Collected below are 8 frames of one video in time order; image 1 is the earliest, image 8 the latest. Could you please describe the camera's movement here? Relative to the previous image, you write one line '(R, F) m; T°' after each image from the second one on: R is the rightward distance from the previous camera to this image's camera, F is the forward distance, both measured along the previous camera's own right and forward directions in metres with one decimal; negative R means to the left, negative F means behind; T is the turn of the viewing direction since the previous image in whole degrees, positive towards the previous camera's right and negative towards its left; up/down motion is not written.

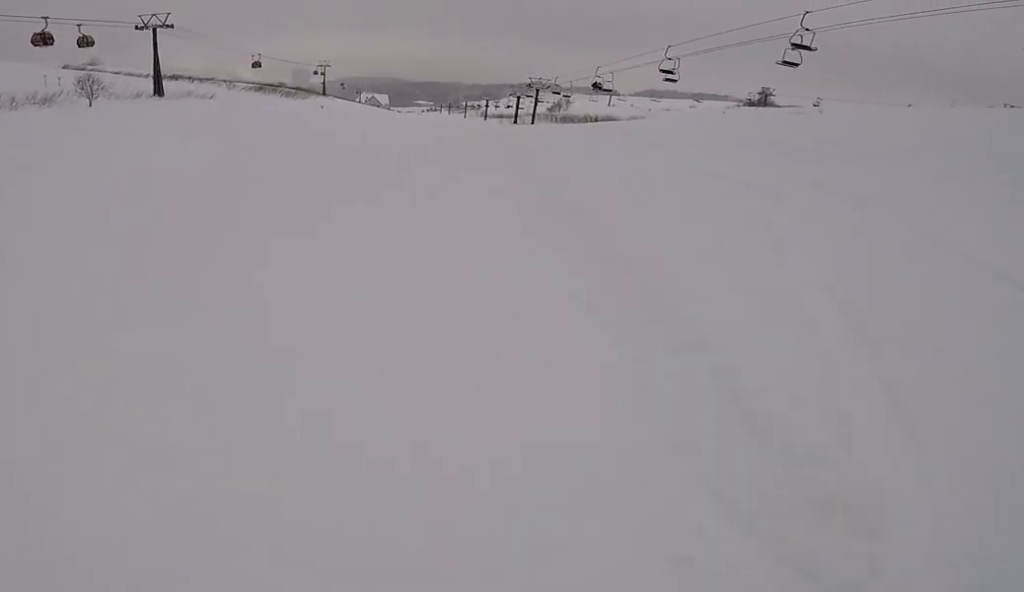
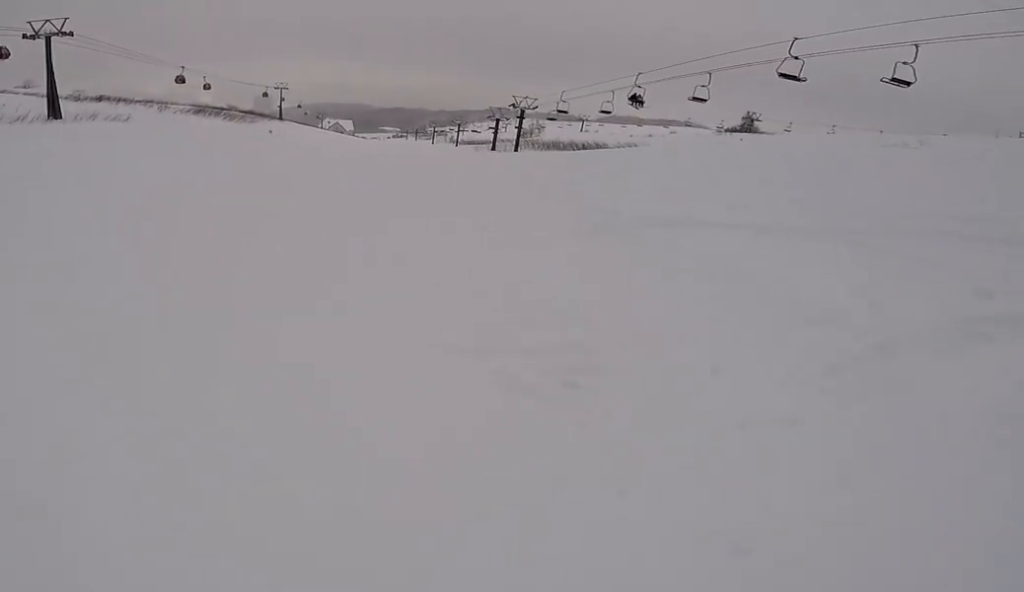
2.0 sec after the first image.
(0.0, +15.7) m; +7°
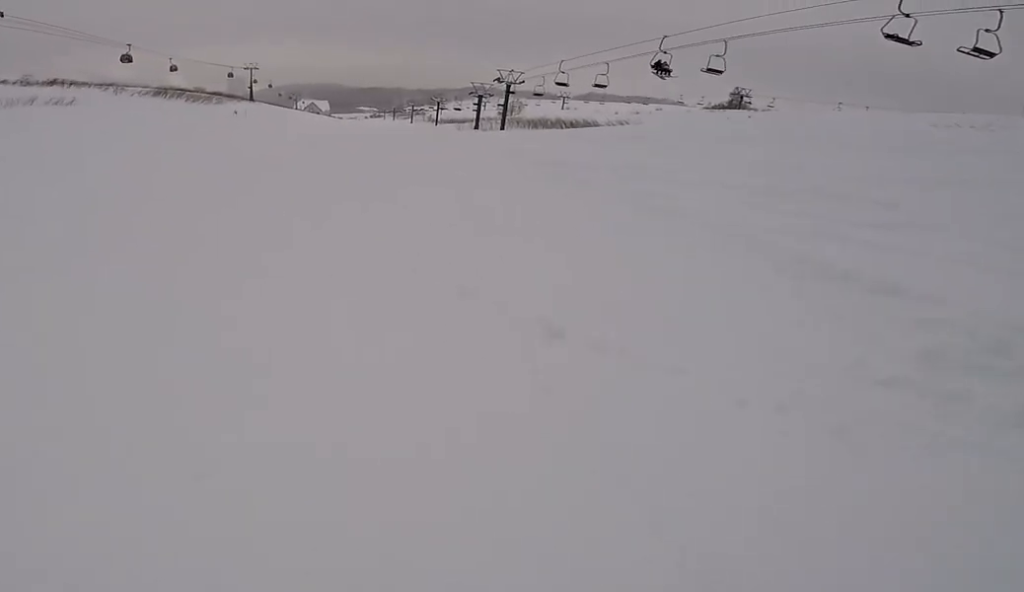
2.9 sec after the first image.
(+0.7, +6.3) m; +2°
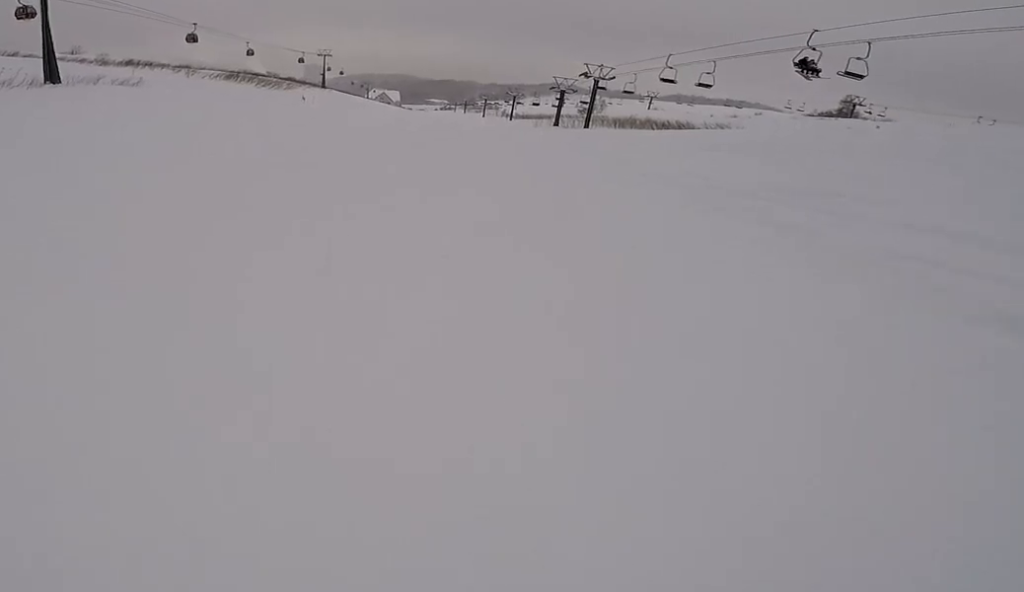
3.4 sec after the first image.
(+0.2, +4.2) m; 0°
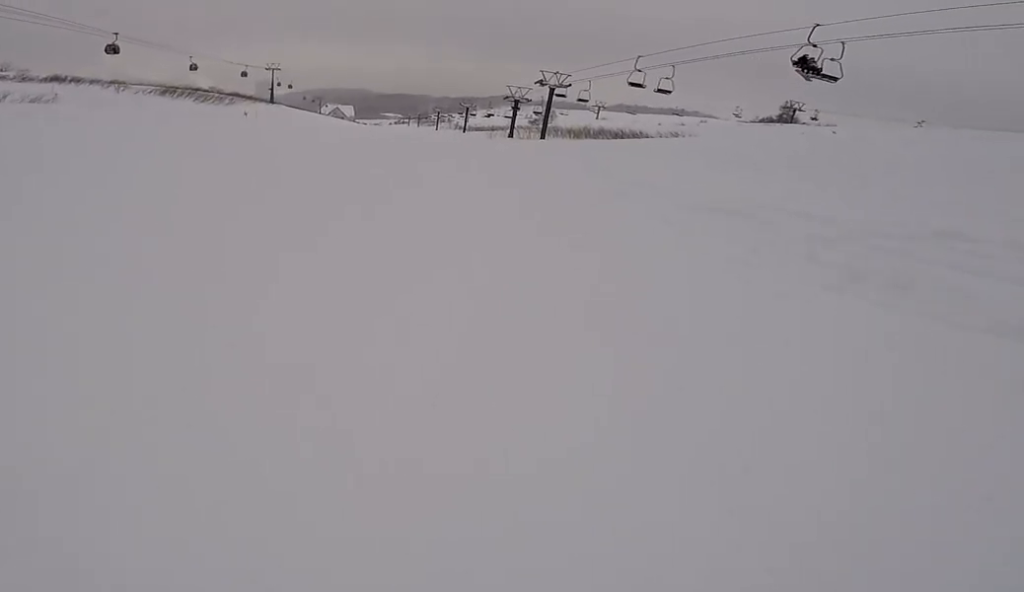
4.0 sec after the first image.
(-0.7, +4.4) m; 0°
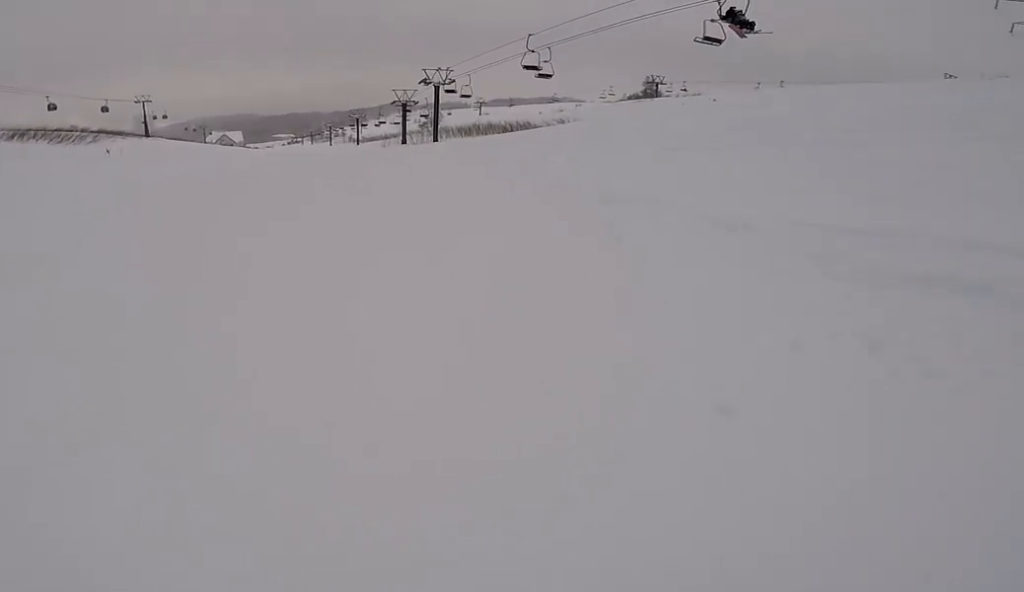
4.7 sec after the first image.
(+0.3, +5.5) m; 0°
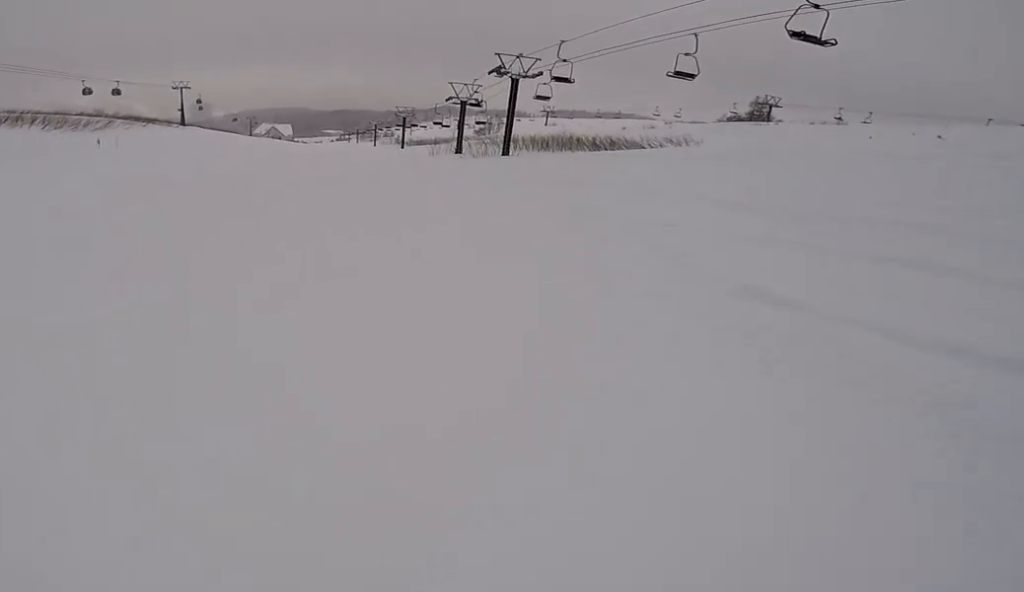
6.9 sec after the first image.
(-1.3, +16.1) m; -3°
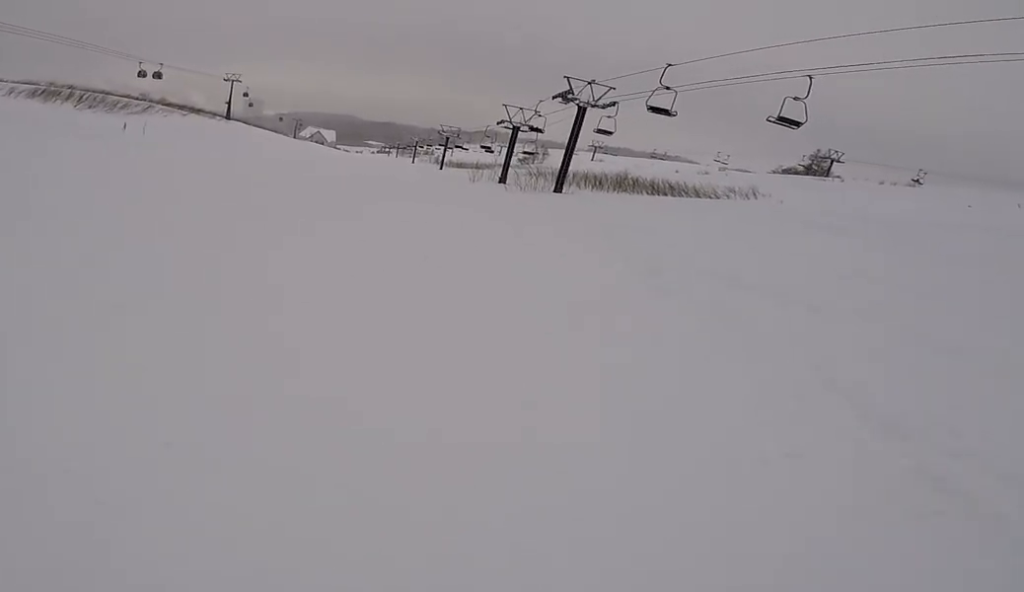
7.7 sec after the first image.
(+0.4, +5.4) m; +3°
